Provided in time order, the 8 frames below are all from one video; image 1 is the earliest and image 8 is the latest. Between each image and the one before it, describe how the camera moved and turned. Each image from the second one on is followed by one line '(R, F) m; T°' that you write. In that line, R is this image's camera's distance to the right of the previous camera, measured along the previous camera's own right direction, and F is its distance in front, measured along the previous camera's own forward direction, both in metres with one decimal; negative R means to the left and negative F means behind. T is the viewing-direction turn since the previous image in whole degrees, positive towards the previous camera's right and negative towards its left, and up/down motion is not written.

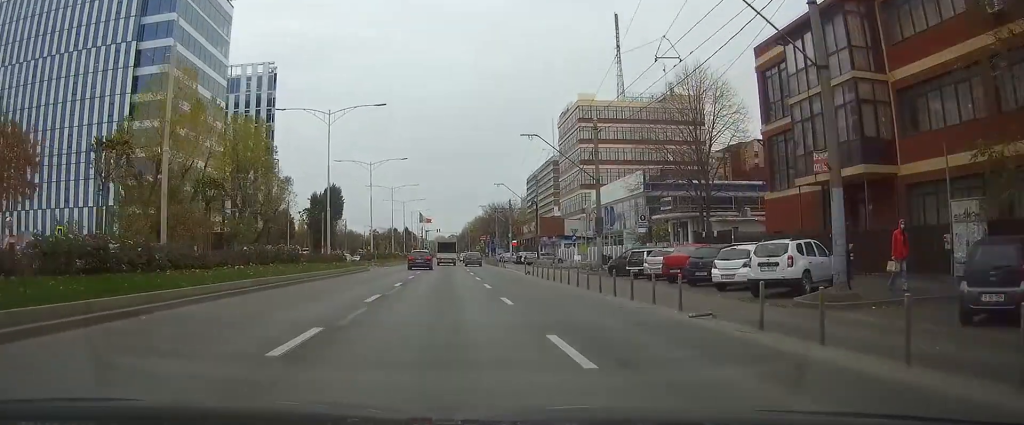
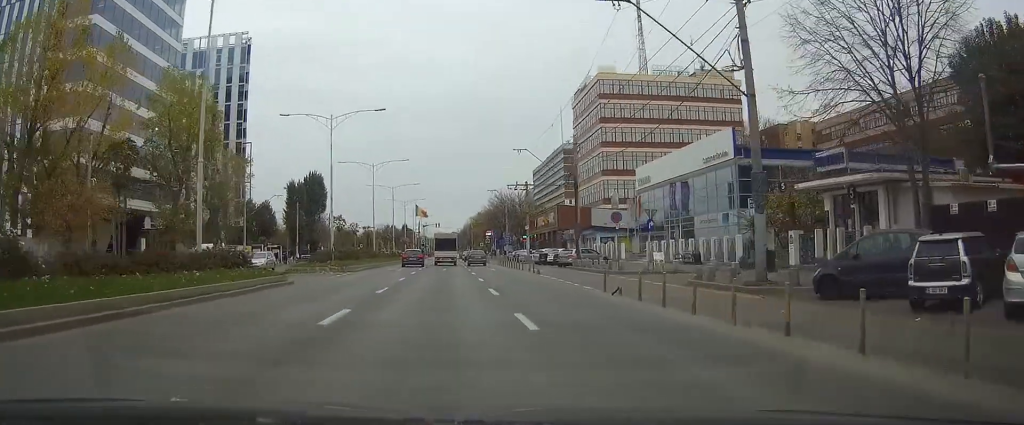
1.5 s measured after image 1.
(-0.1, +23.5) m; 0°
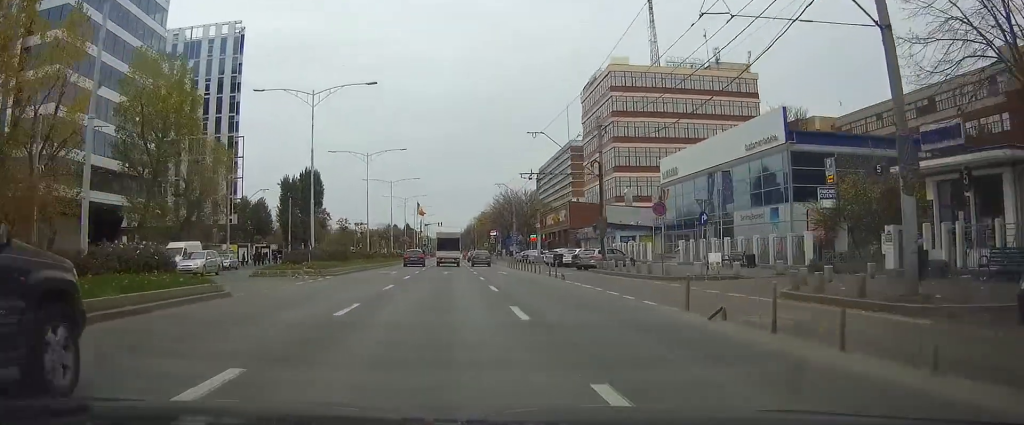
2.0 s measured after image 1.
(0.0, +7.5) m; 0°
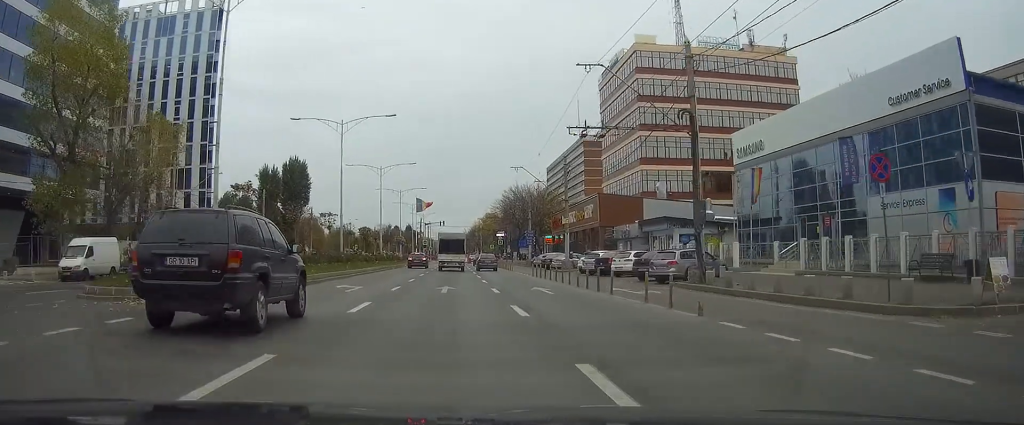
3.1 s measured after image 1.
(-0.1, +16.7) m; 0°
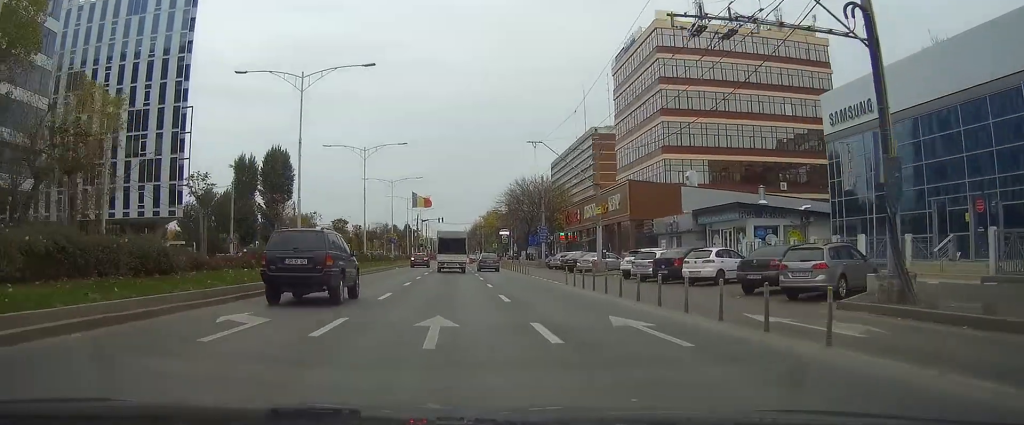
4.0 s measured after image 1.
(0.0, +12.9) m; 0°
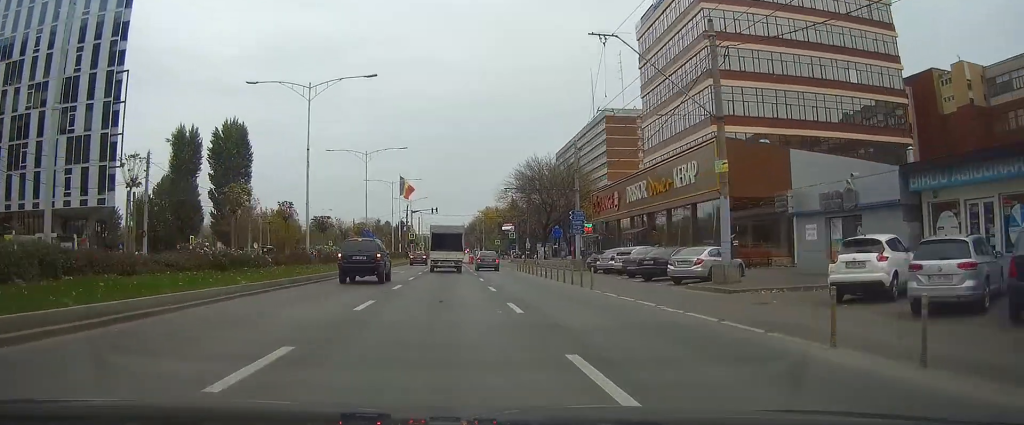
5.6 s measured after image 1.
(+0.1, +22.5) m; 0°
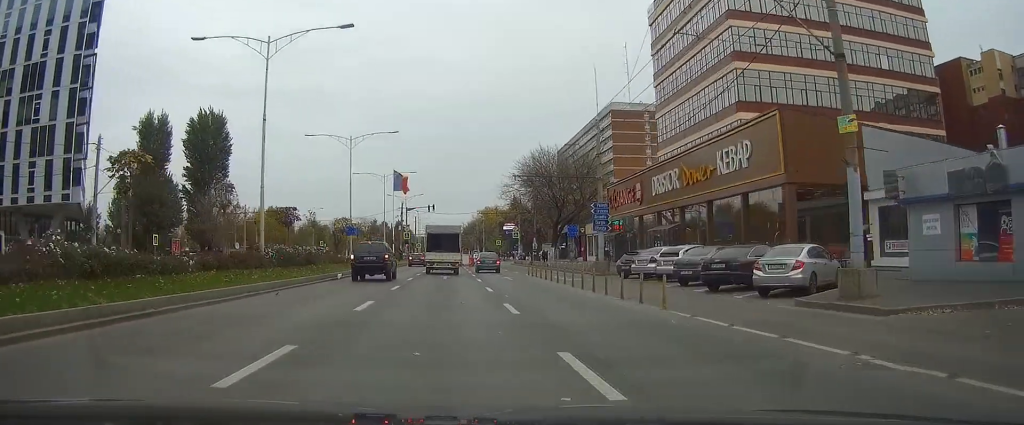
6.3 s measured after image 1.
(0.0, +8.9) m; 0°
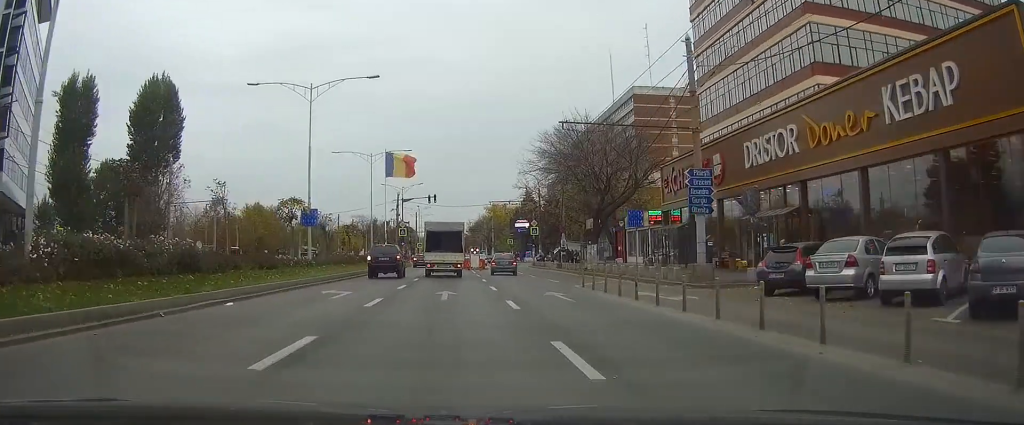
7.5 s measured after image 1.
(0.0, +17.1) m; -1°
